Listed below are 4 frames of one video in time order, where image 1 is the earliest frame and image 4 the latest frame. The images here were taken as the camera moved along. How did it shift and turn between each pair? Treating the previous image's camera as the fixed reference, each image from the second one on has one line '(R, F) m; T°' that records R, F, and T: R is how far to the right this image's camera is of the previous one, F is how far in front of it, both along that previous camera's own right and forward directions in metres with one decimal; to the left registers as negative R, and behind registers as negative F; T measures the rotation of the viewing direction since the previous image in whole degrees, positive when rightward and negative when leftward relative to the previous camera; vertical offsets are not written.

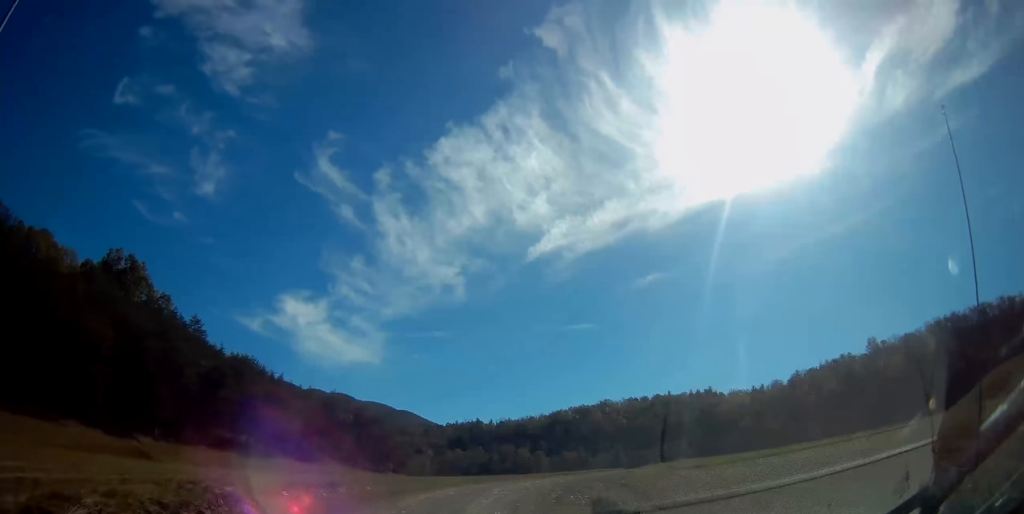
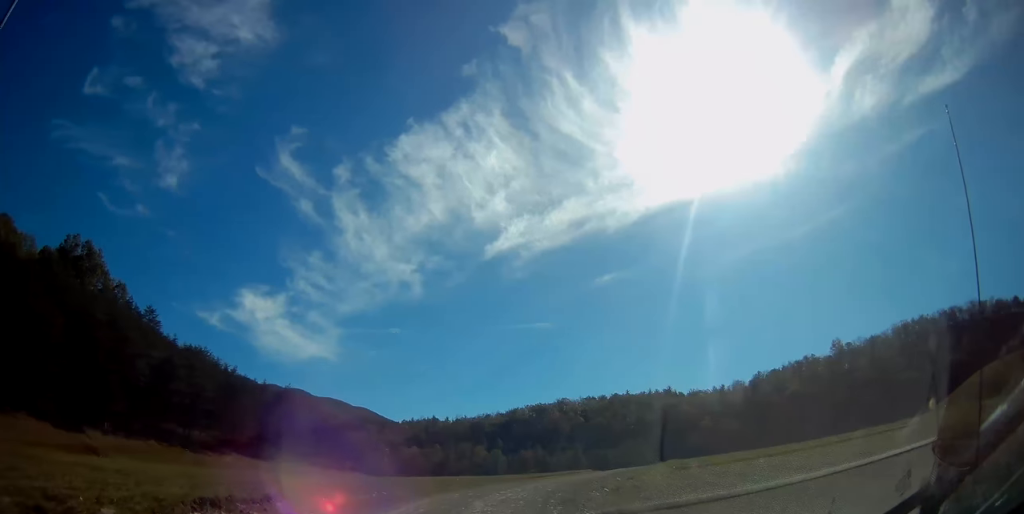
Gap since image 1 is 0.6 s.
(+0.4, +4.3) m; +5°
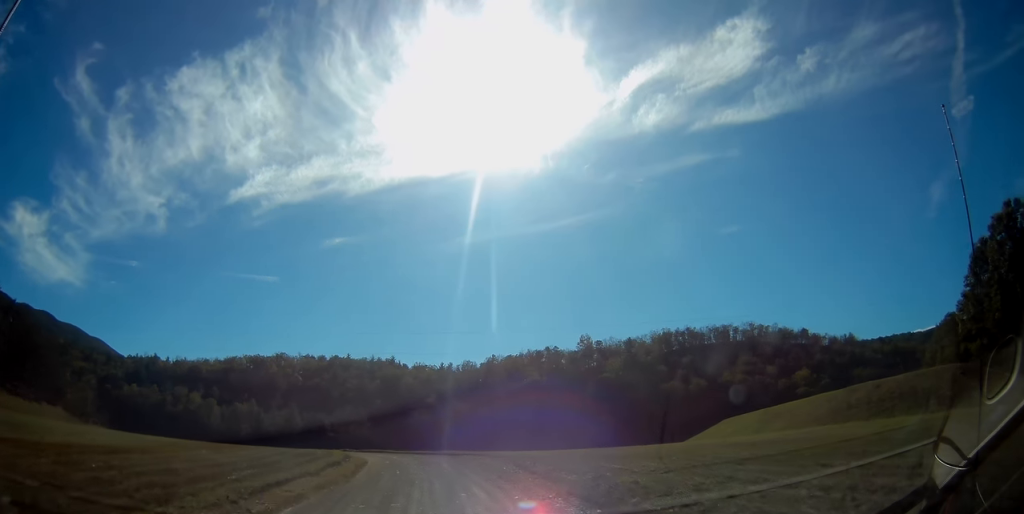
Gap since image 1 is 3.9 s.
(+6.3, +25.0) m; +25°
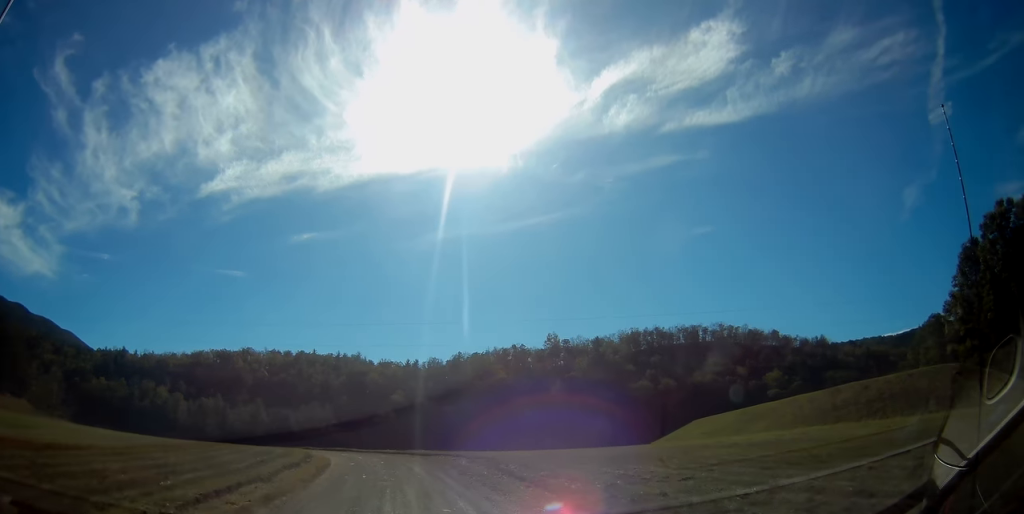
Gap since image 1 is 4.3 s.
(+0.1, +3.2) m; +2°
